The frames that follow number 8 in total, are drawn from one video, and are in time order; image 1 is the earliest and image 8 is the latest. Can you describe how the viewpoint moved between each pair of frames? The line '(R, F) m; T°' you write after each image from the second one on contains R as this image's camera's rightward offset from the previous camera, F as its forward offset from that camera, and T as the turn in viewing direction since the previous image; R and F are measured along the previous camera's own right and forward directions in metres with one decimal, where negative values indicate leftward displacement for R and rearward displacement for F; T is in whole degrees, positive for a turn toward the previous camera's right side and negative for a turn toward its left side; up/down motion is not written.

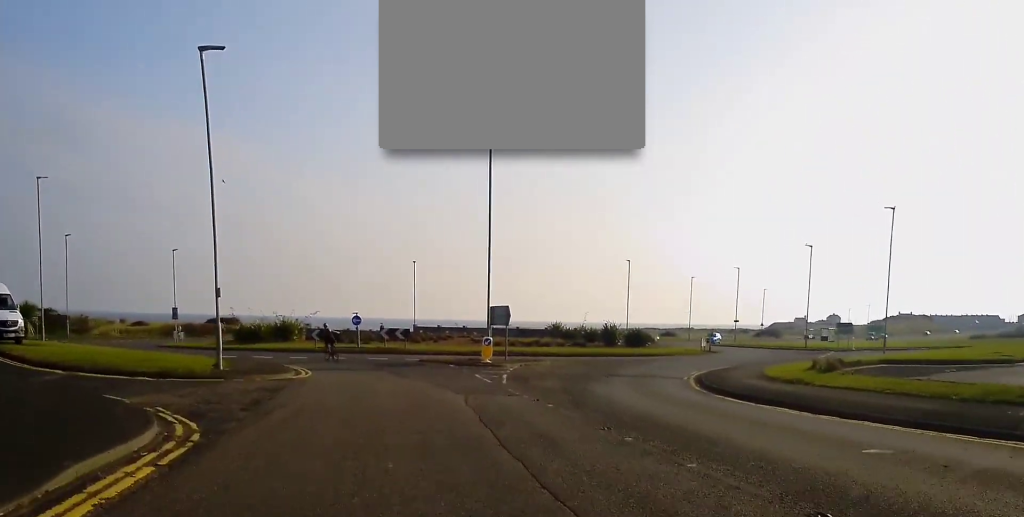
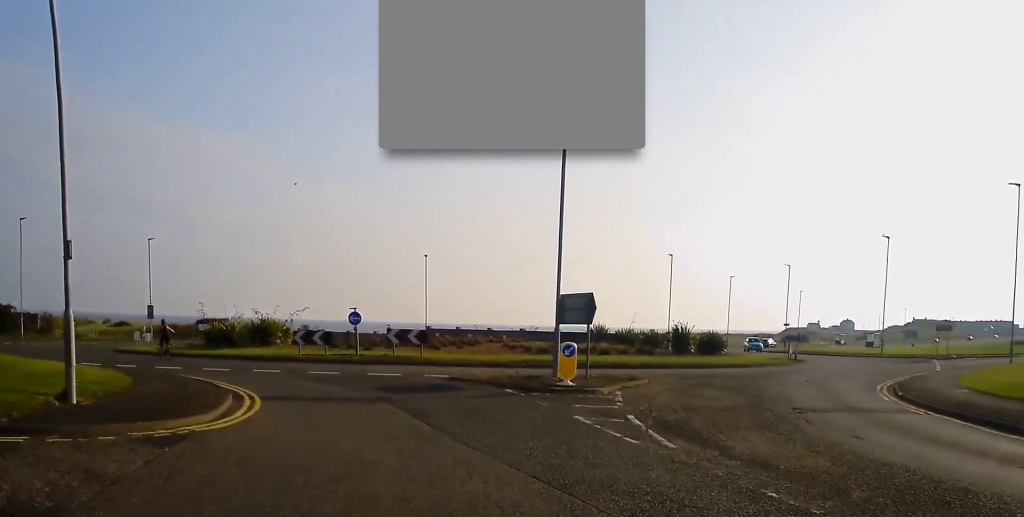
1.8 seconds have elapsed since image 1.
(-0.1, +13.2) m; 0°
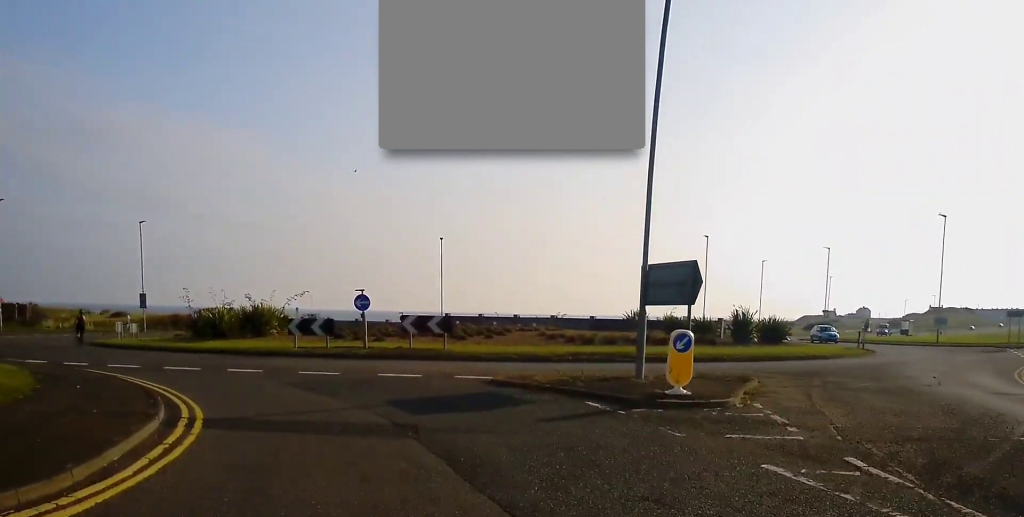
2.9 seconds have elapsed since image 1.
(+0.1, +6.5) m; 0°
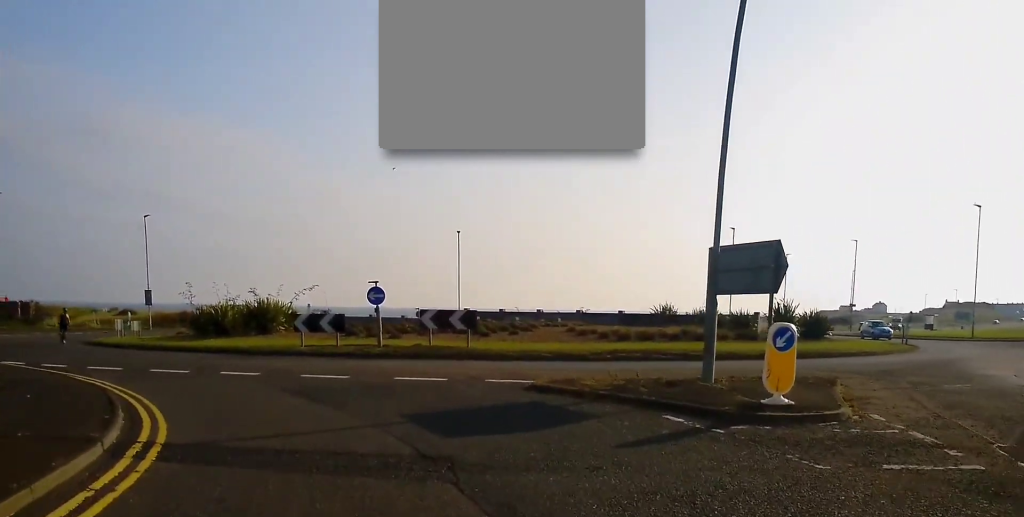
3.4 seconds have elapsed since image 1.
(0.0, +3.0) m; -1°
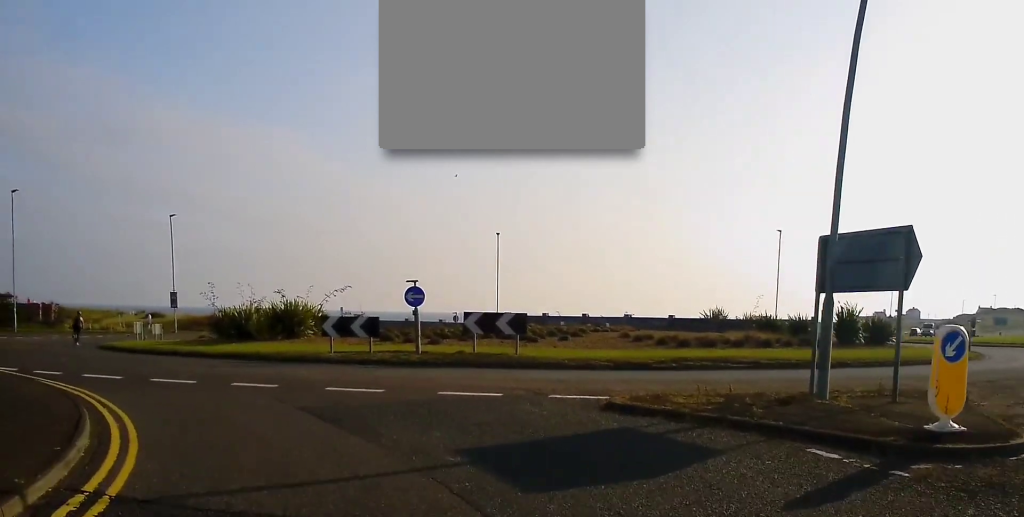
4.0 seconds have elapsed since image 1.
(0.0, +2.7) m; -2°
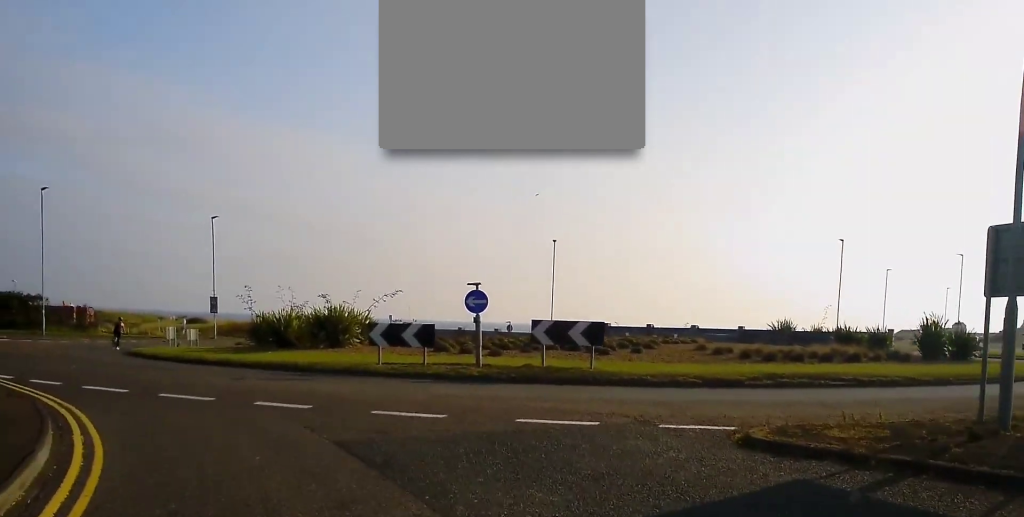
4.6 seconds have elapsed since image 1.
(0.0, +3.0) m; -2°
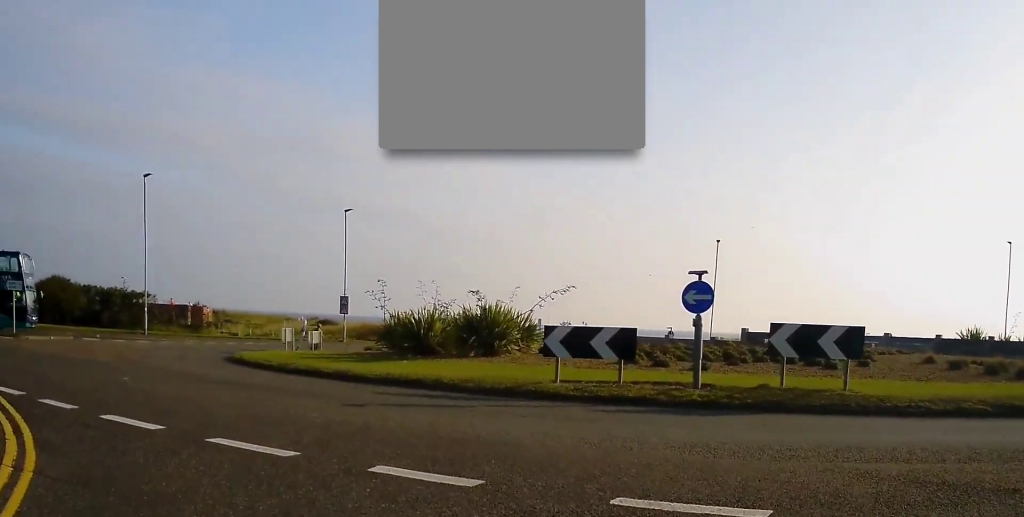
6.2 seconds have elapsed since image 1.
(-0.6, +6.1) m; -13°
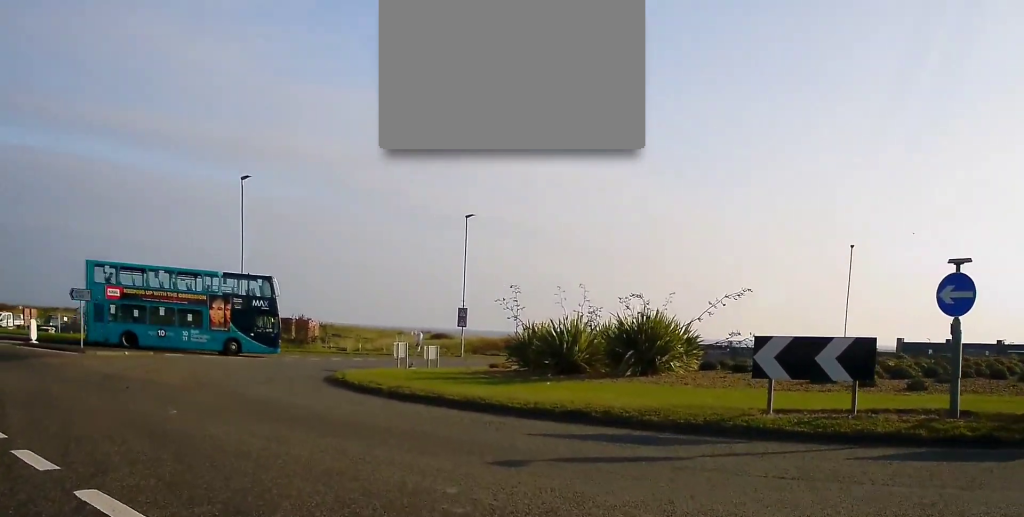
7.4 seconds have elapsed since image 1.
(-0.4, +4.1) m; -9°
